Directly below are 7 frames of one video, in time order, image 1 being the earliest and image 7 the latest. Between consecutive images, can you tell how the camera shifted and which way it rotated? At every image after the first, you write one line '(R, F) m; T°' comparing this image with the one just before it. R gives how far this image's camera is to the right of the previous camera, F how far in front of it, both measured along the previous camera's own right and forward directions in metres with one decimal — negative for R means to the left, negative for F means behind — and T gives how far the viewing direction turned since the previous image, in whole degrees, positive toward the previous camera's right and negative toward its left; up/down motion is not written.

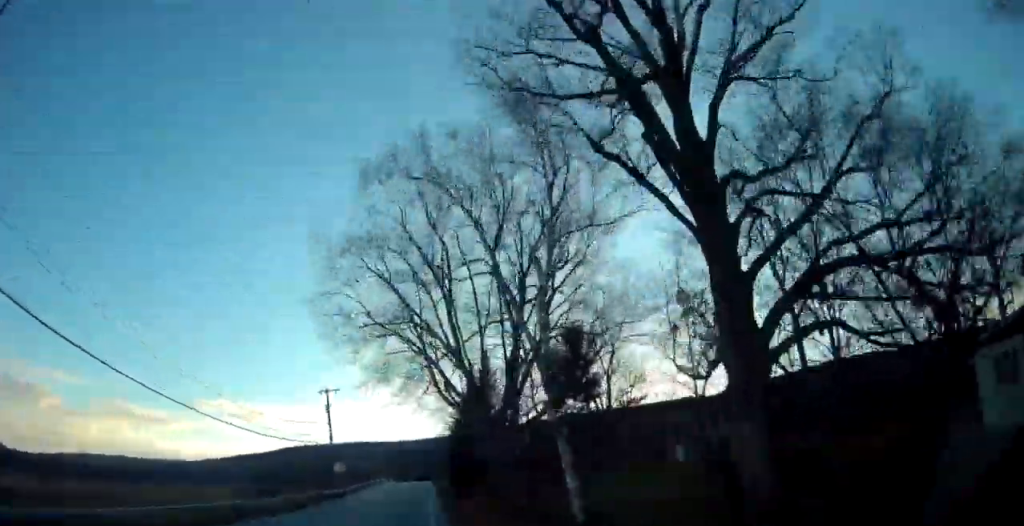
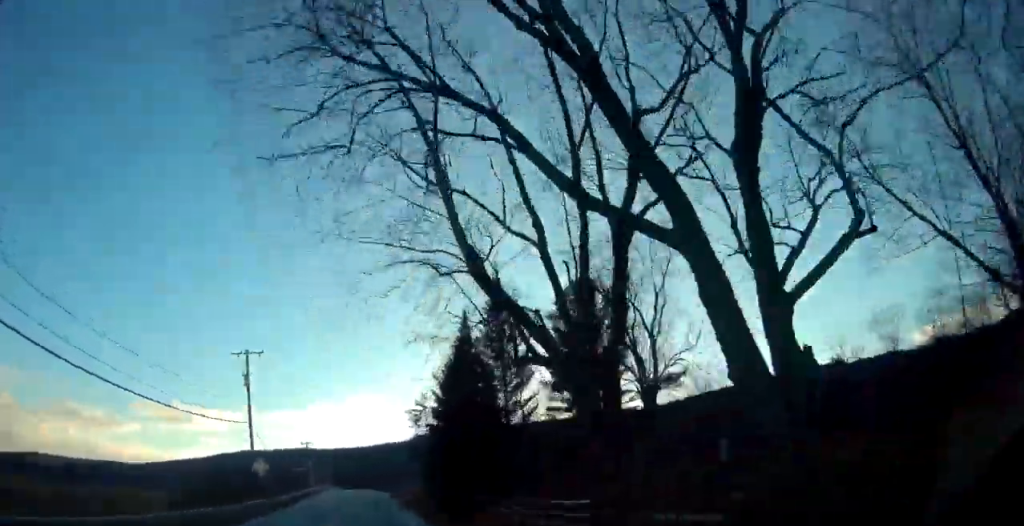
(+0.3, +19.3) m; +3°
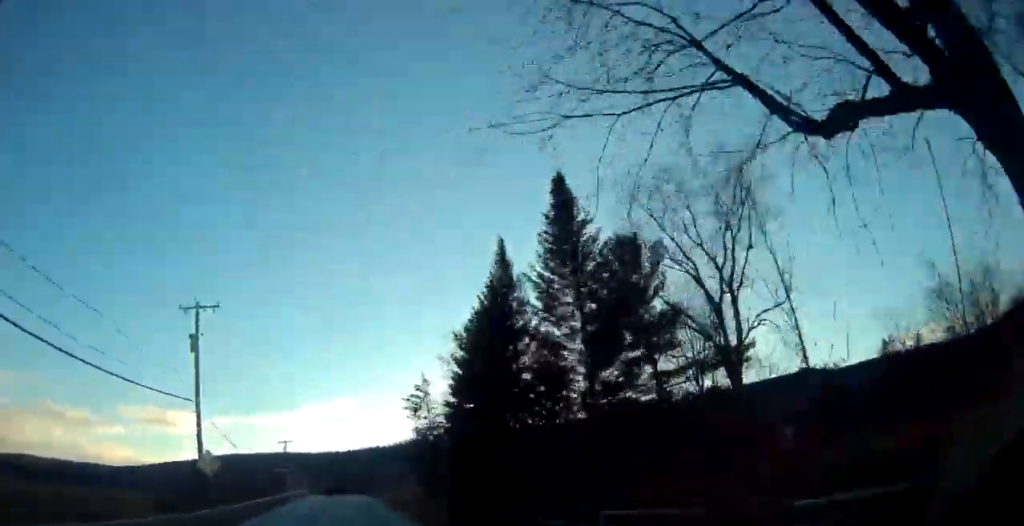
(+0.2, +10.6) m; +2°
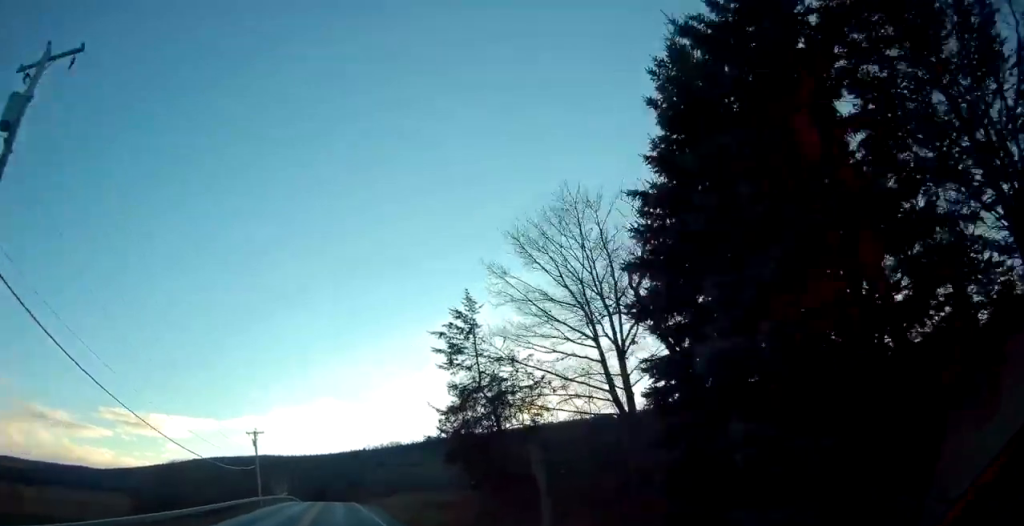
(+0.5, +19.8) m; +2°
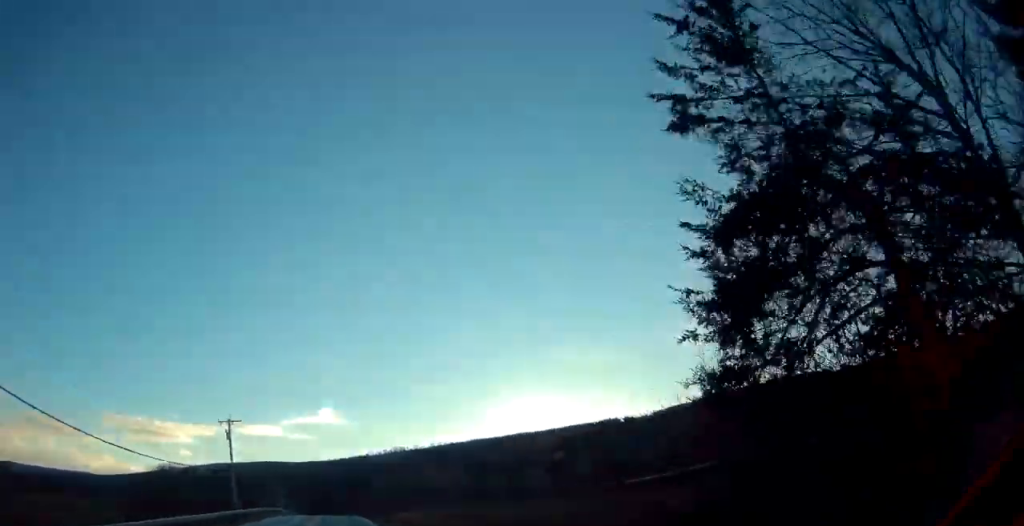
(+0.3, +19.0) m; 0°
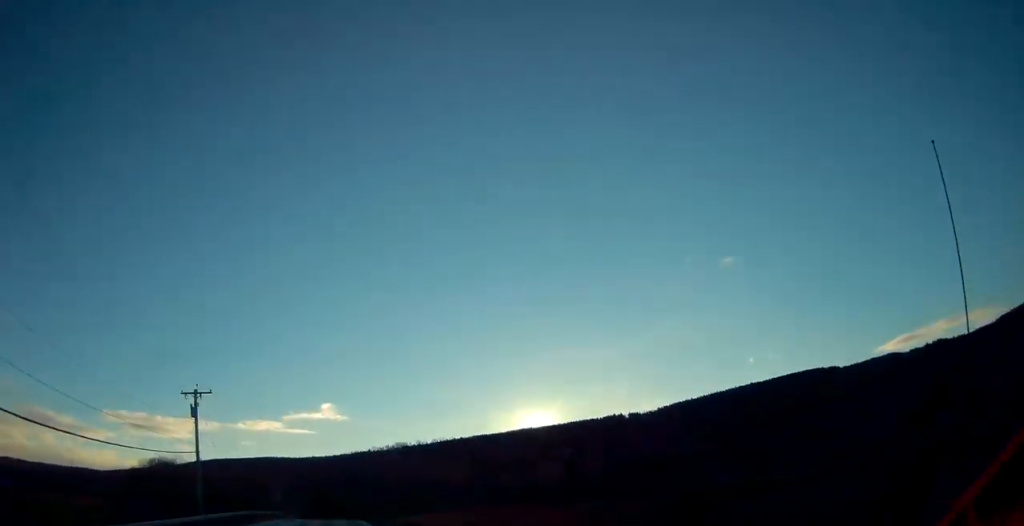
(-0.3, +13.3) m; -1°
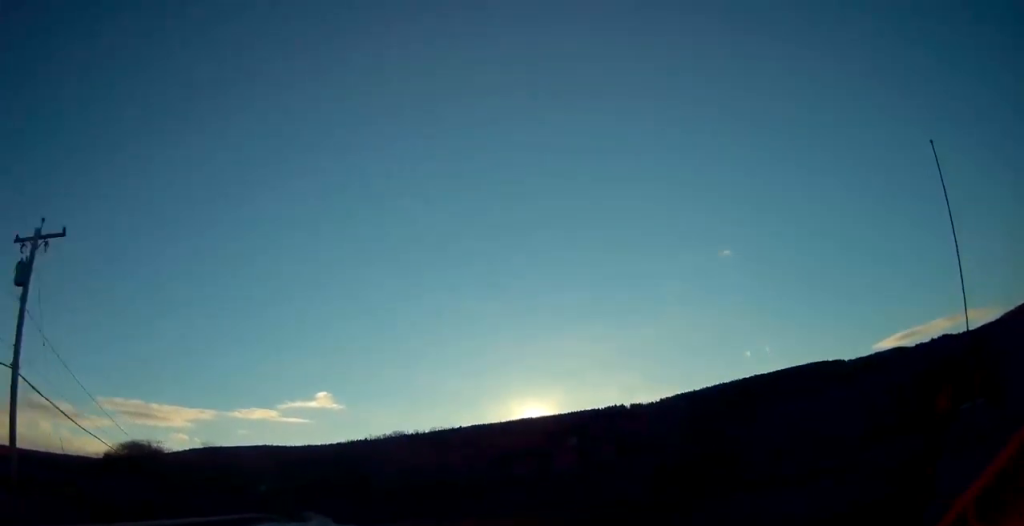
(0.0, +24.3) m; 0°
